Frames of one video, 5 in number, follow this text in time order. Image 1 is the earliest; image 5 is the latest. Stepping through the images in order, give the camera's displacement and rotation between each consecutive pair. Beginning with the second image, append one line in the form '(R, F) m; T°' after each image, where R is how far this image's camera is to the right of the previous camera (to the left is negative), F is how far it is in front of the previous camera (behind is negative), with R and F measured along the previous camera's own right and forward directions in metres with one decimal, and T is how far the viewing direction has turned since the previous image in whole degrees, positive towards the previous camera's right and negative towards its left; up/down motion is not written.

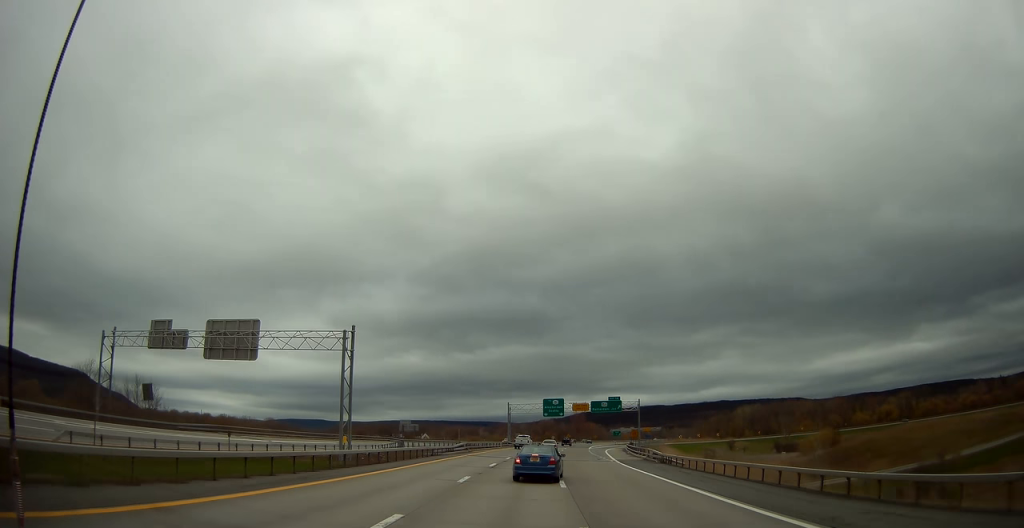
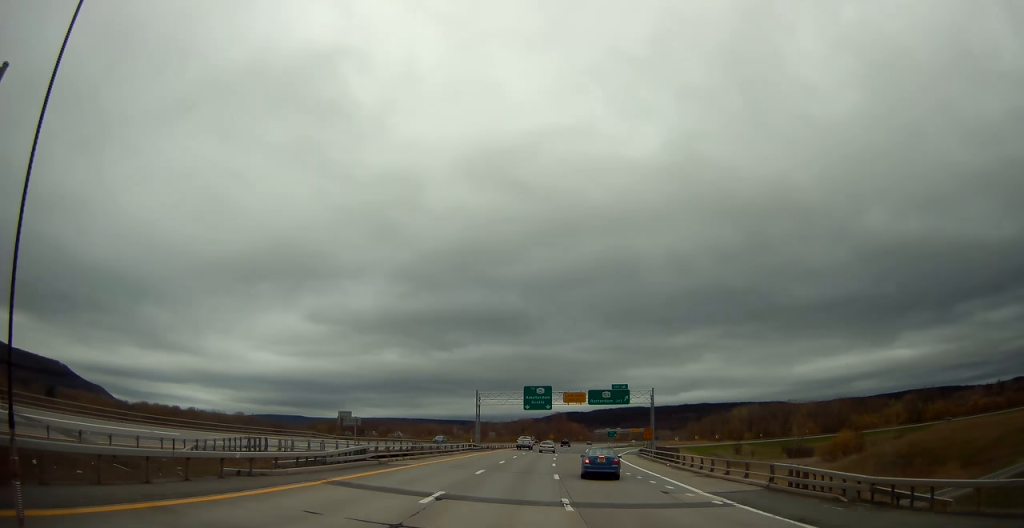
(+0.3, +30.1) m; +2°
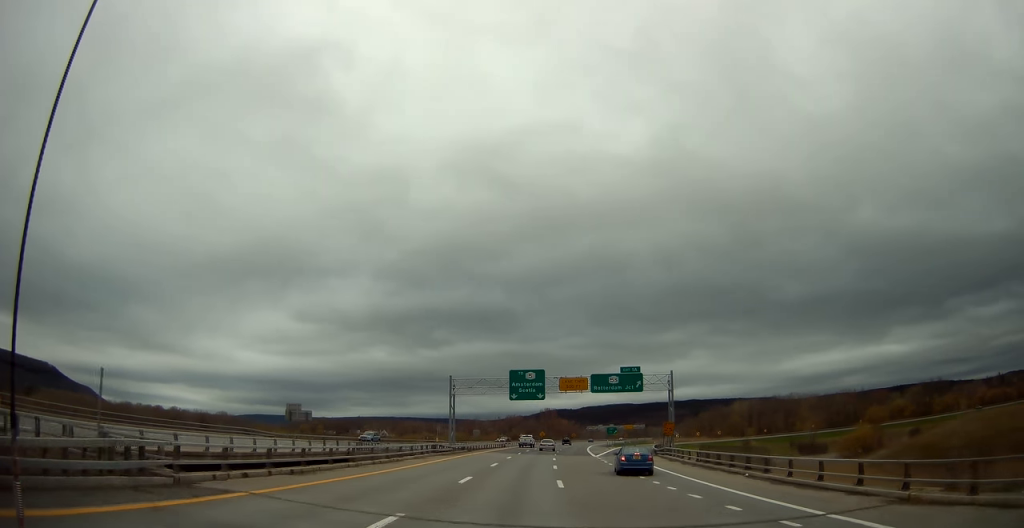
(+0.3, +18.1) m; +1°
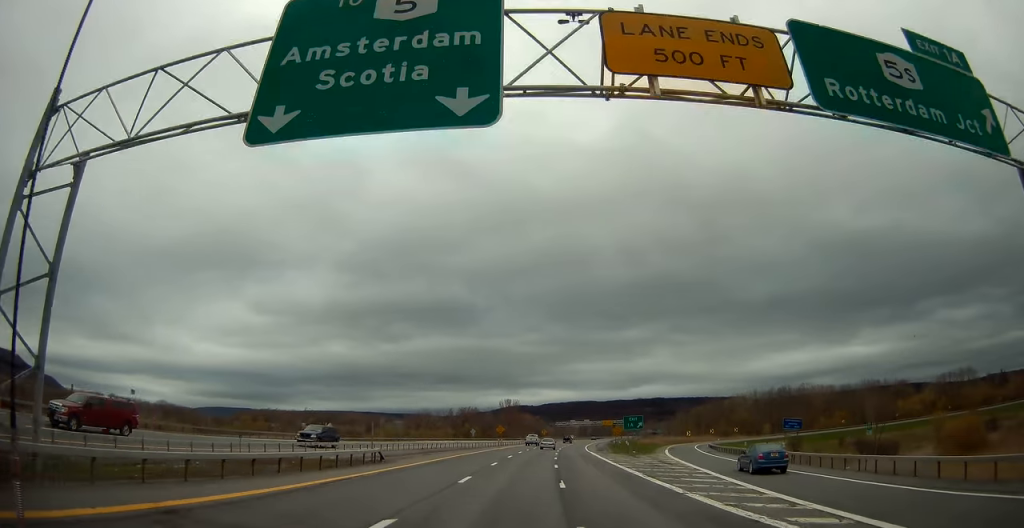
(+1.5, +59.7) m; +4°
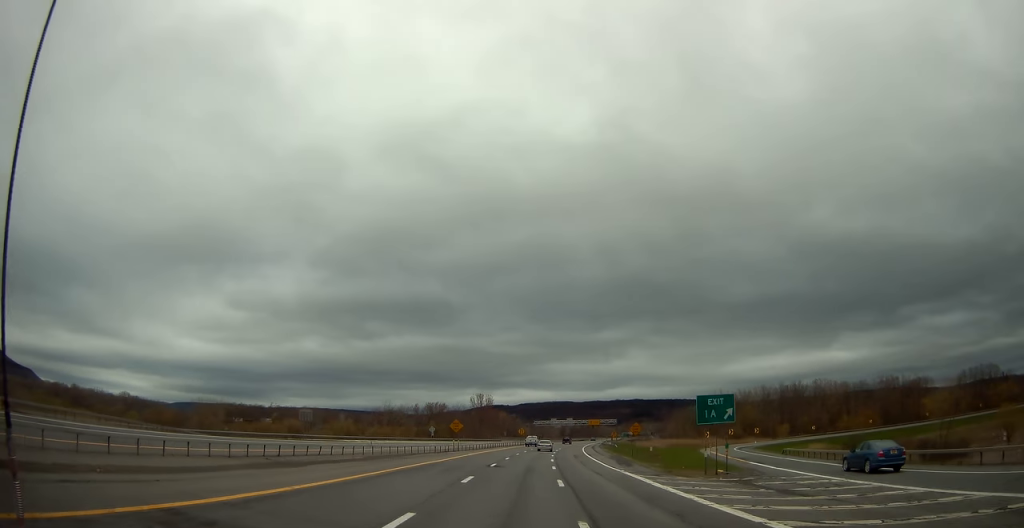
(+1.0, +35.0) m; +2°
